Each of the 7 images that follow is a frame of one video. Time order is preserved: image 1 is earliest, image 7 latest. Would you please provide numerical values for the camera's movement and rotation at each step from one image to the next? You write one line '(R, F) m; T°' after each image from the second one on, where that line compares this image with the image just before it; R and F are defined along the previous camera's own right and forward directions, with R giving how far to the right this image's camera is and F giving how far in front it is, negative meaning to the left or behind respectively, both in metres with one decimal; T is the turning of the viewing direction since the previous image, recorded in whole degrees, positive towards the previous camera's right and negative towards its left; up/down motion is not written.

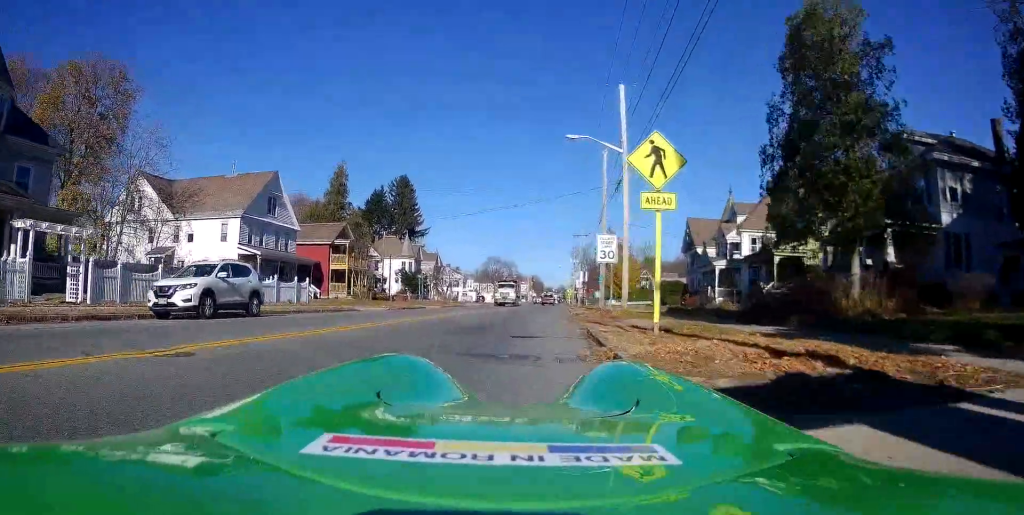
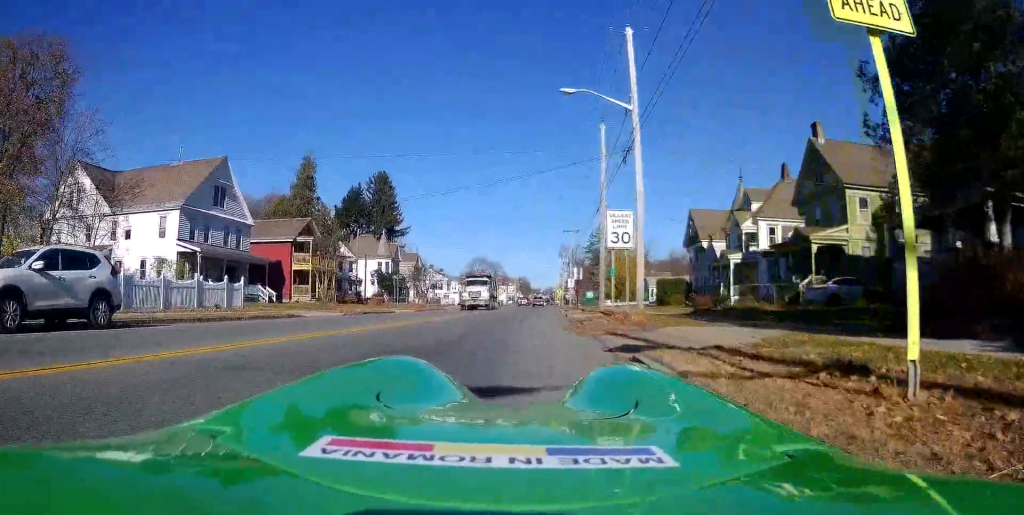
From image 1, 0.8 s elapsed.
(0.0, +7.2) m; +2°
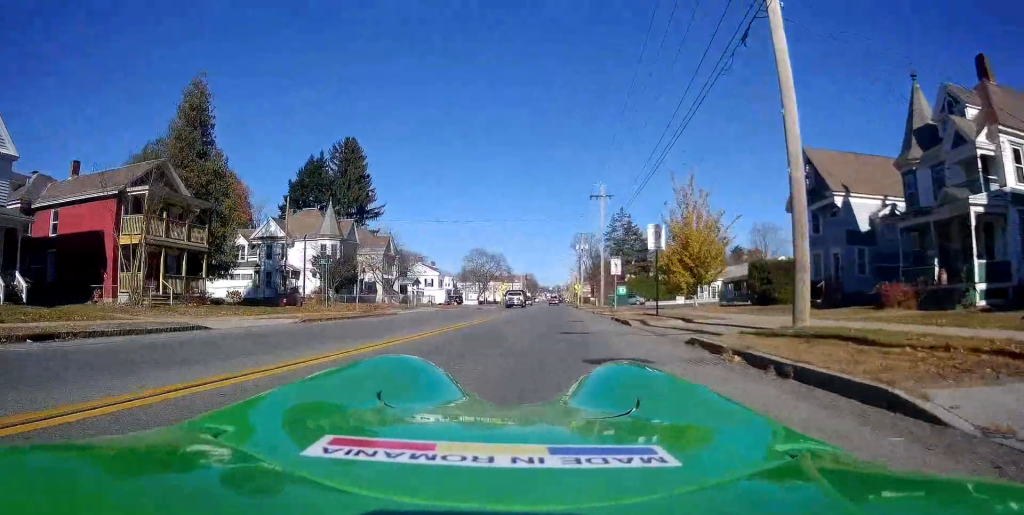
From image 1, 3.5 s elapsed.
(-0.5, +26.7) m; 0°
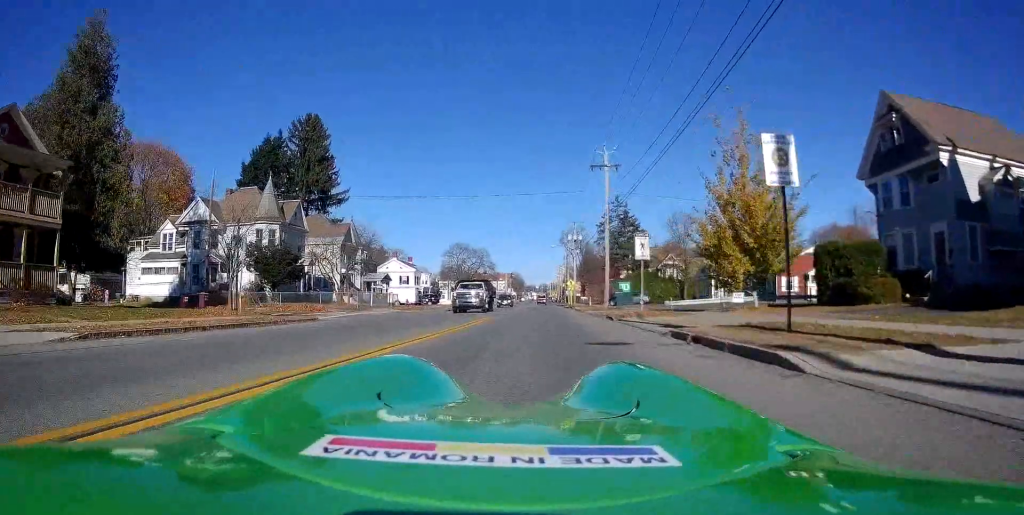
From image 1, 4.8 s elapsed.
(+0.7, +11.6) m; +1°
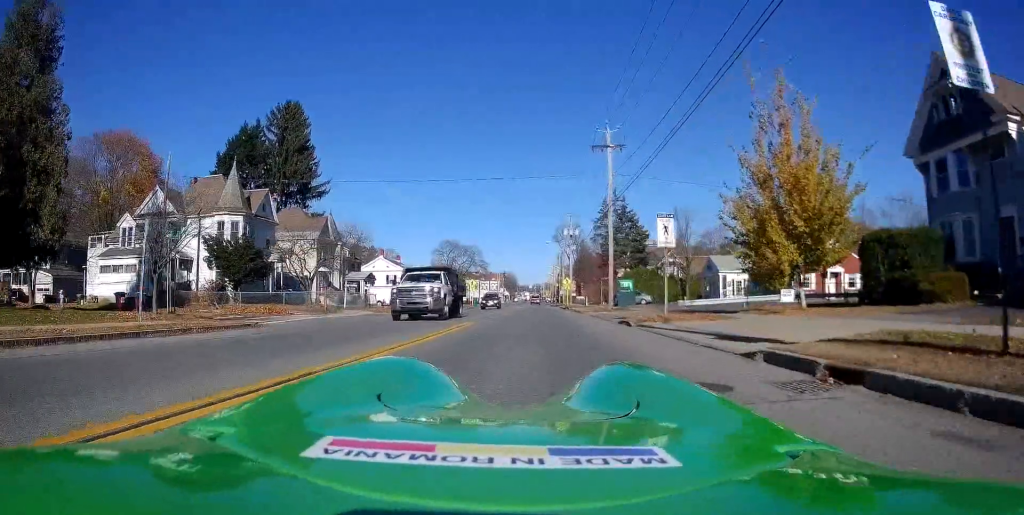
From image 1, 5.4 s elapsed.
(-0.1, +5.4) m; -1°
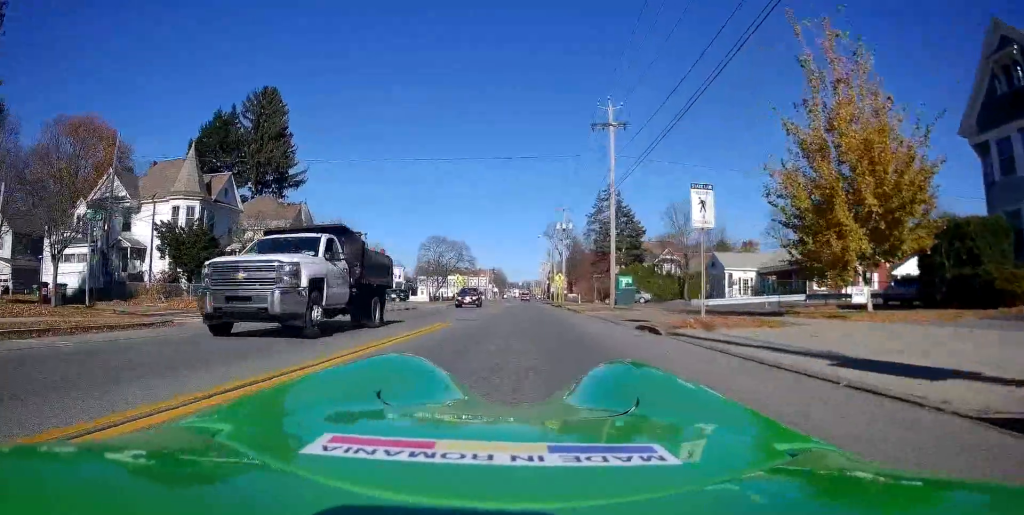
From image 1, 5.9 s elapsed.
(0.0, +5.0) m; +1°
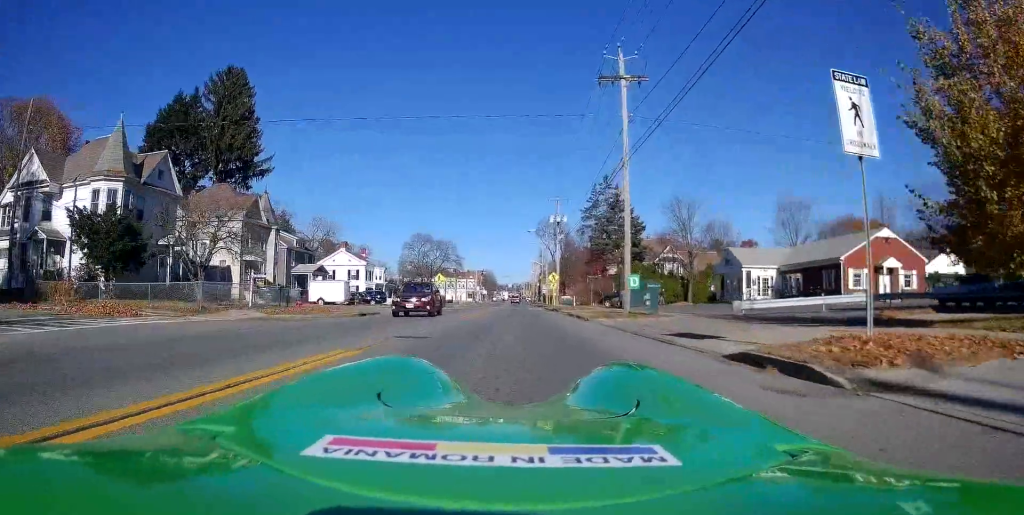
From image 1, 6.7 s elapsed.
(0.0, +7.4) m; +2°
